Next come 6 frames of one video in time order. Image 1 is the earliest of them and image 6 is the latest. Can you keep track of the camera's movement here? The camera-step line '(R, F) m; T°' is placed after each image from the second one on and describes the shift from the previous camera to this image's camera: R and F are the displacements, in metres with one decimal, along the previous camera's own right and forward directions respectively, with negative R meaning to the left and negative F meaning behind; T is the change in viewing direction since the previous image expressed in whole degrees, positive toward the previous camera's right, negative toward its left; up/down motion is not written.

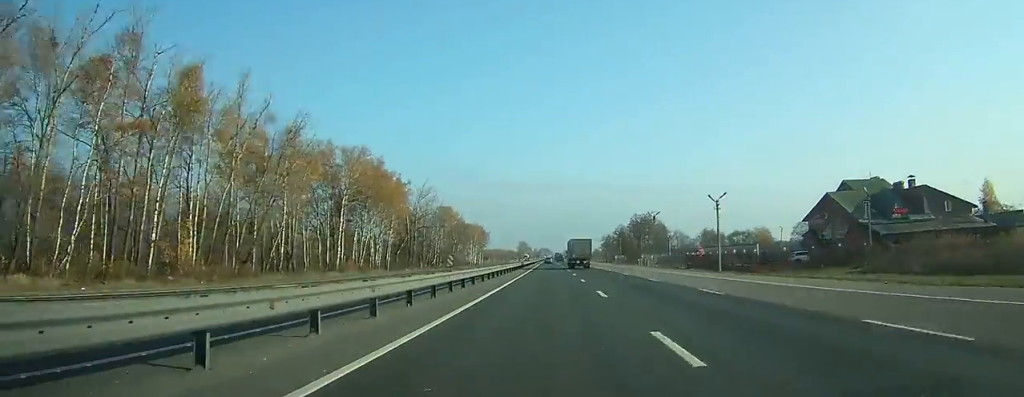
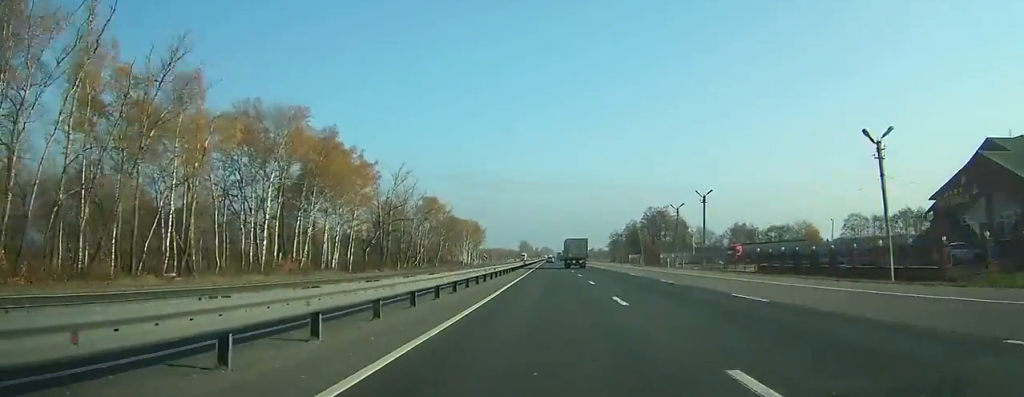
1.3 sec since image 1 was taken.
(-0.2, +29.3) m; 0°
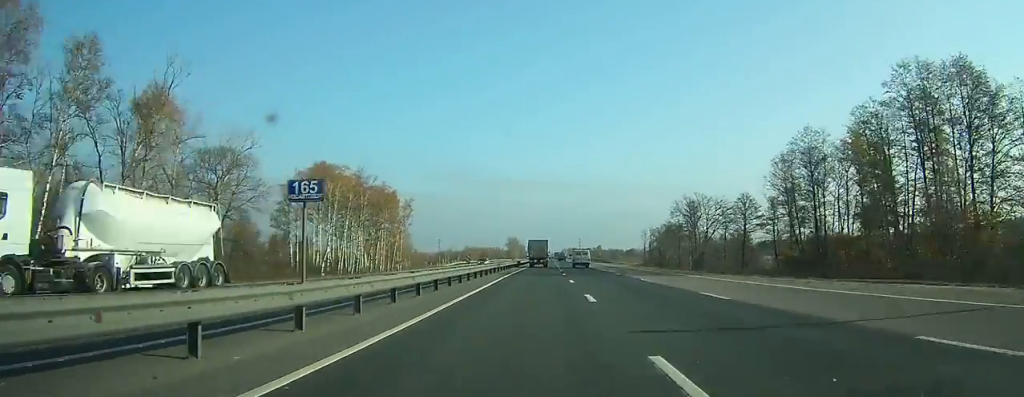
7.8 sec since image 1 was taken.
(+0.3, +146.8) m; 0°
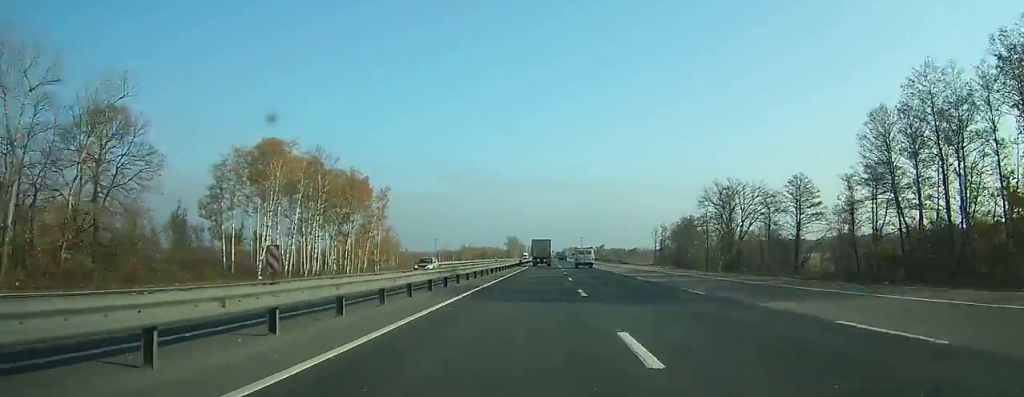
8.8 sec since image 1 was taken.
(0.0, +22.2) m; 0°
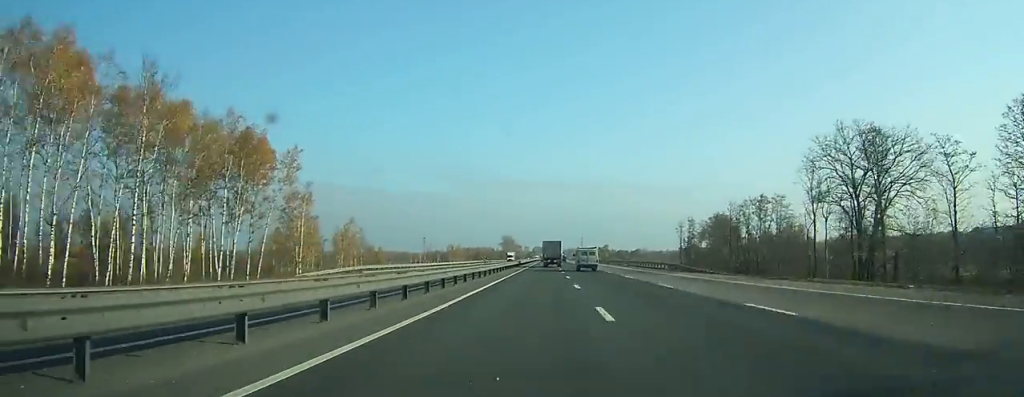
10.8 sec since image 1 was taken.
(0.0, +46.2) m; 0°
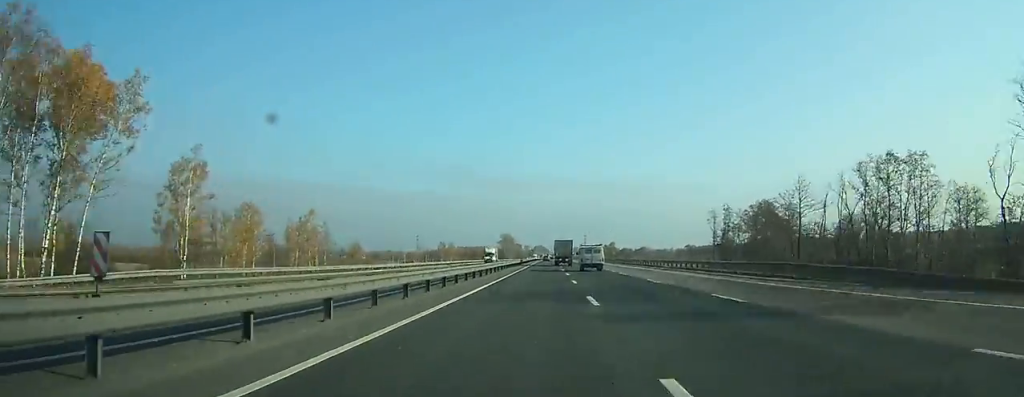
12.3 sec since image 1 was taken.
(0.0, +36.0) m; 0°
